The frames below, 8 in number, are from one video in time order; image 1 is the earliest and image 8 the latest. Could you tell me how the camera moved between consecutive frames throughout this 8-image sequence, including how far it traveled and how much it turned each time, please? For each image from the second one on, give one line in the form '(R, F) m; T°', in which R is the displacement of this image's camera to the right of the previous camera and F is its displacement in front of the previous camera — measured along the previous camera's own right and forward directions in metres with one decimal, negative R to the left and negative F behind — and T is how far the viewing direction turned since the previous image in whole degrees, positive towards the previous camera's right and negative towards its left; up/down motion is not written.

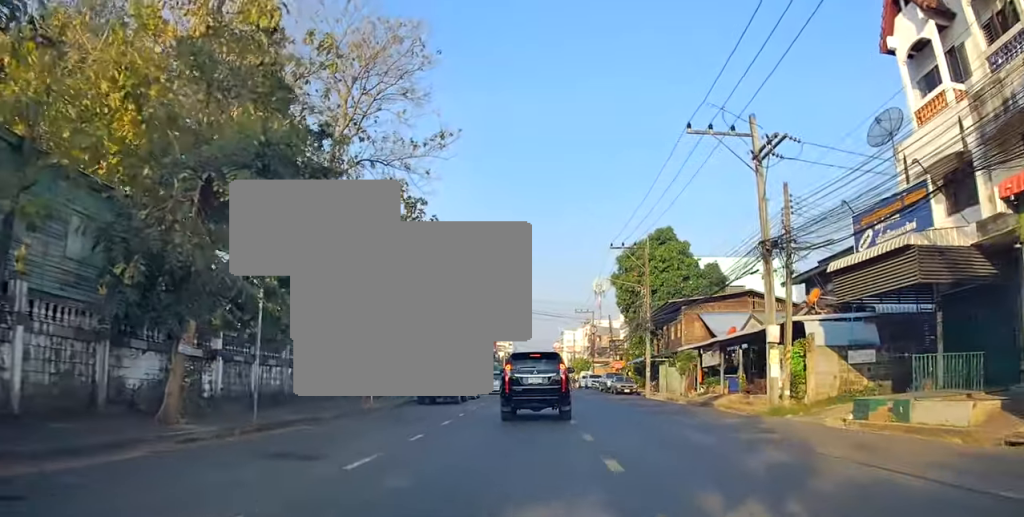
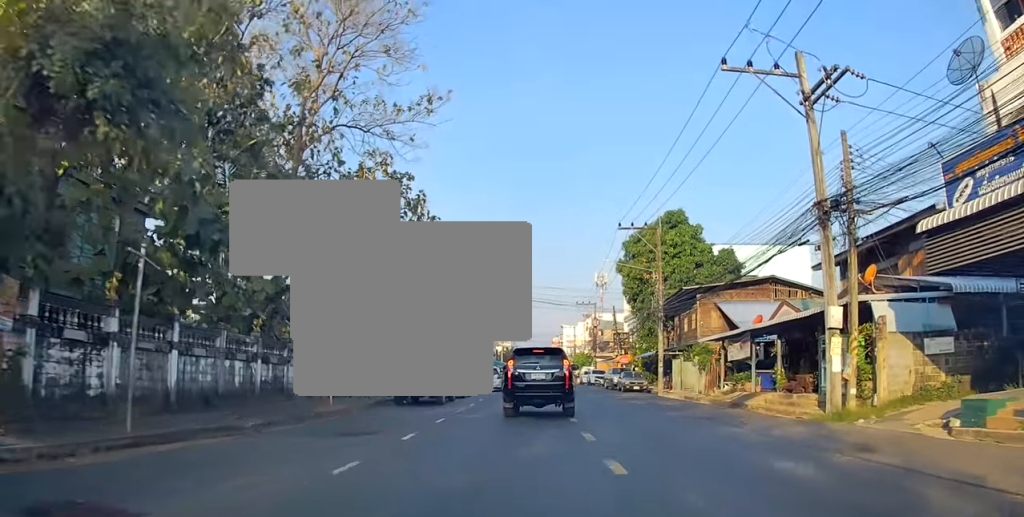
(0.0, +4.9) m; 0°
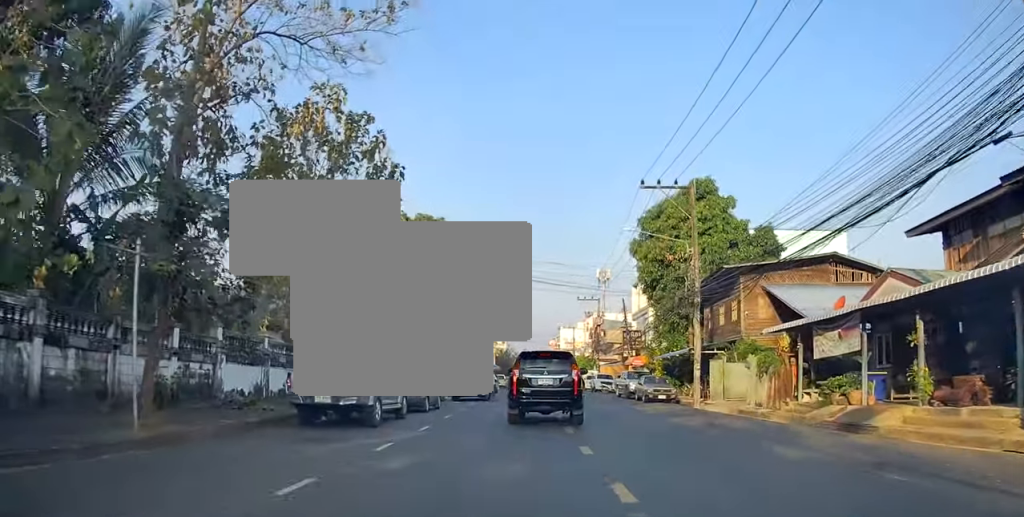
(0.0, +10.0) m; -1°
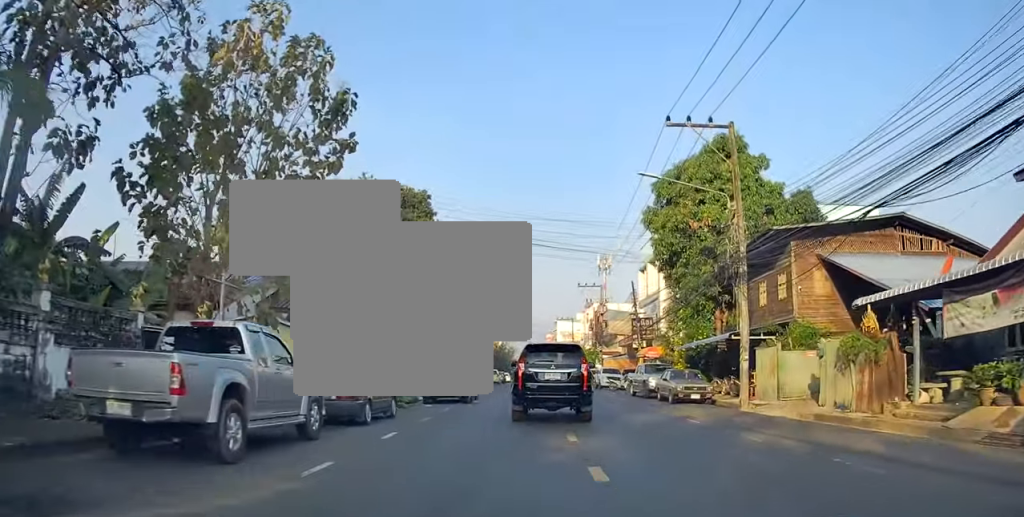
(-0.1, +7.5) m; -2°
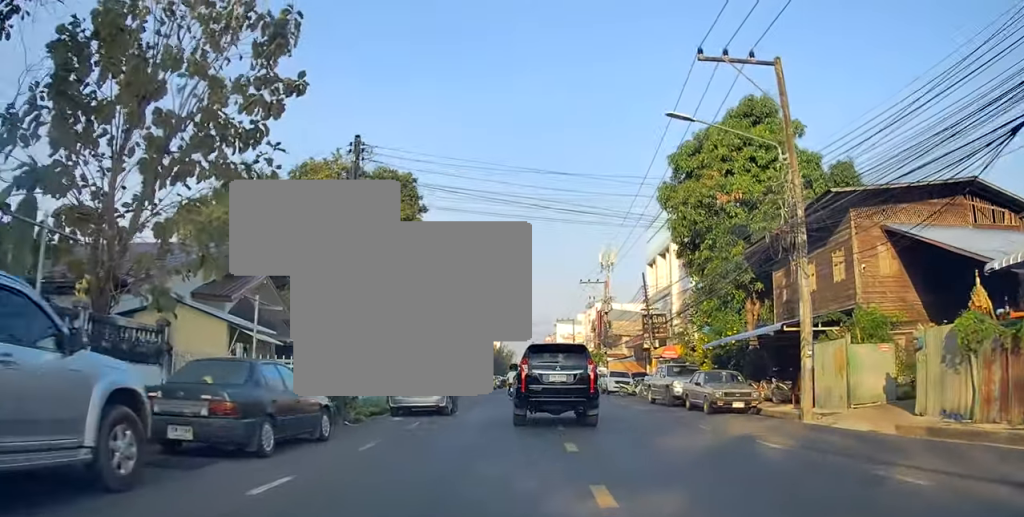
(-0.1, +5.6) m; +1°
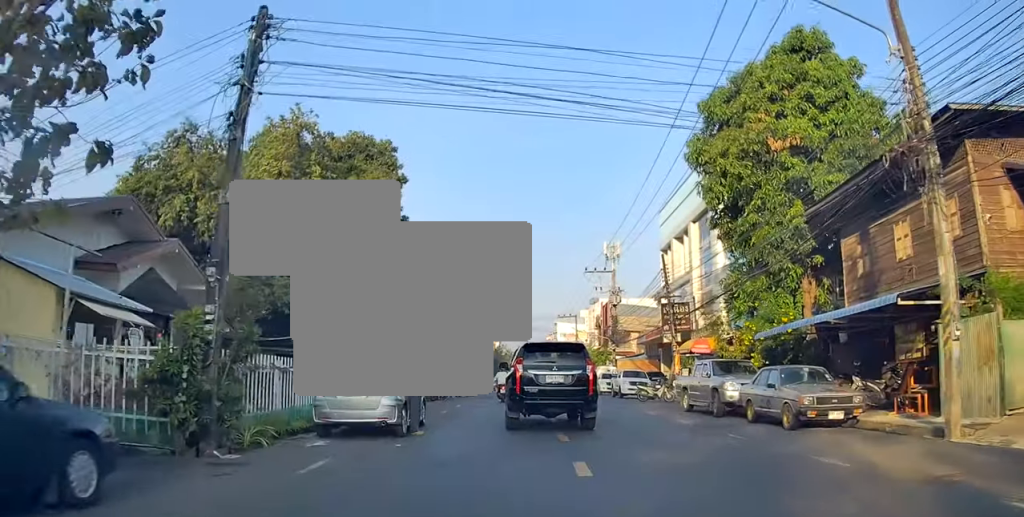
(+0.1, +6.7) m; +2°
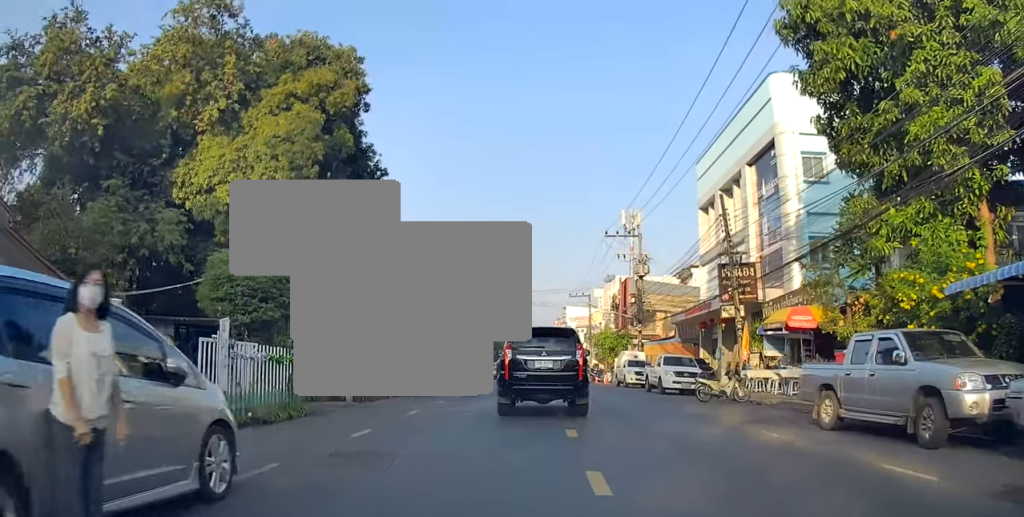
(+0.2, +11.3) m; 0°
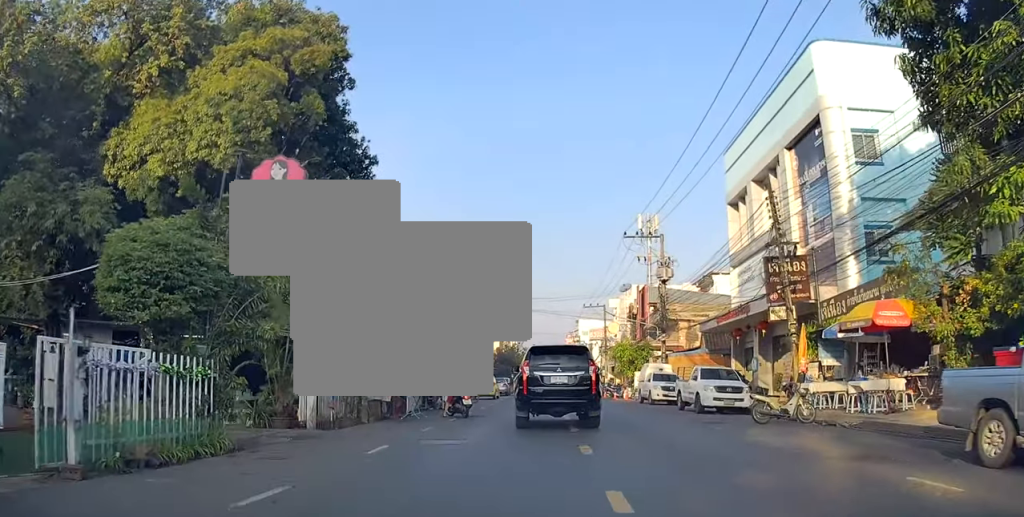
(-0.1, +5.2) m; 0°
